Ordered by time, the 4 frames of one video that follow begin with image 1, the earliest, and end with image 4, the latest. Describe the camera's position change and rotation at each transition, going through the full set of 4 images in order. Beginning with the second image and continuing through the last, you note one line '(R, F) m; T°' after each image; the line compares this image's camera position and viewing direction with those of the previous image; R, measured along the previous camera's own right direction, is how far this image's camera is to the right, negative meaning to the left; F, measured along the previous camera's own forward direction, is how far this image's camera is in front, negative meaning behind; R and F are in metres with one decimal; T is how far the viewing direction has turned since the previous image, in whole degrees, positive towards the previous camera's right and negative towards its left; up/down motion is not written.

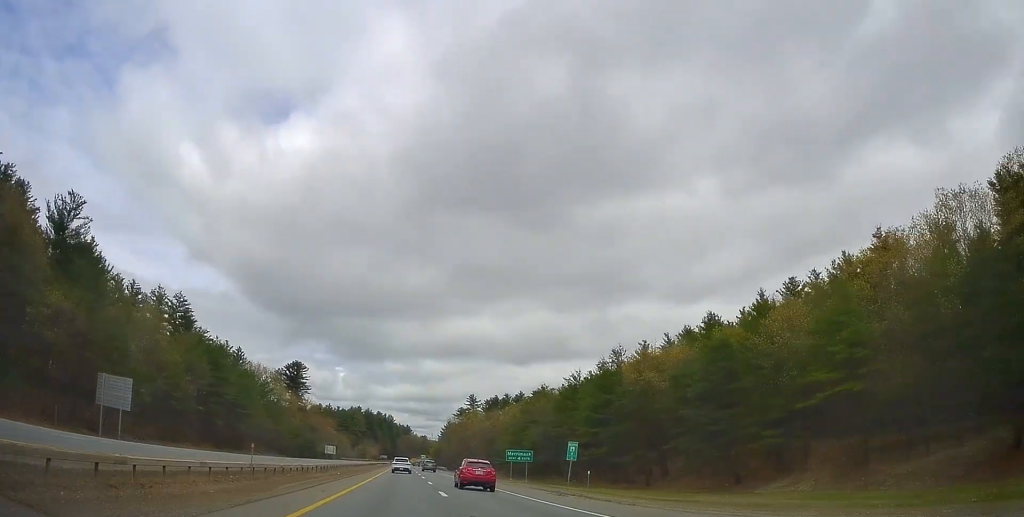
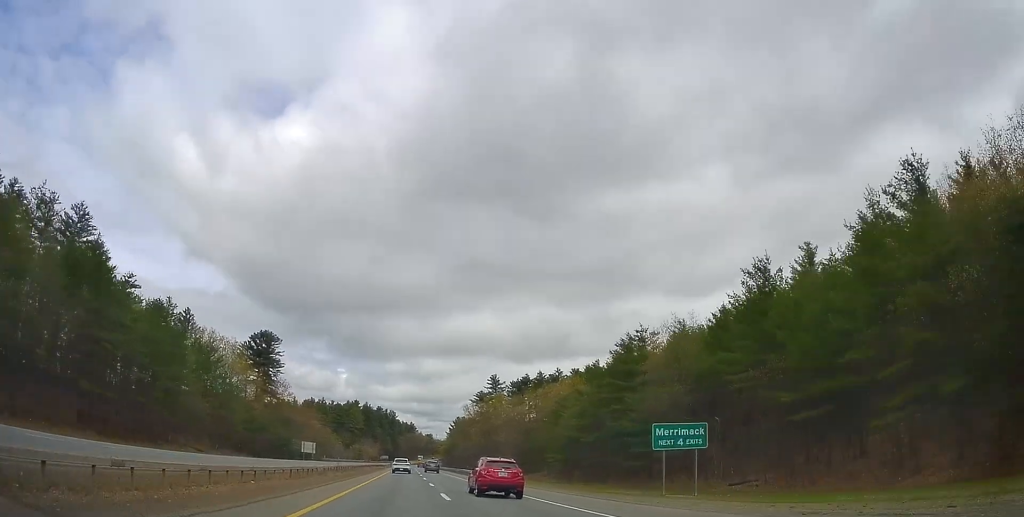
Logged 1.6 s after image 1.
(+0.6, +49.5) m; +2°
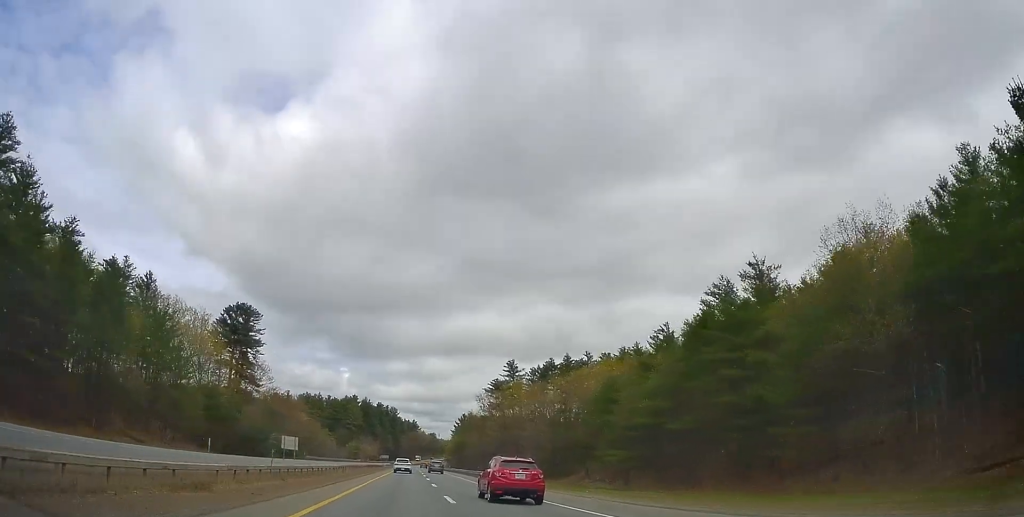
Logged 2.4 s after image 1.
(+0.5, +25.2) m; 0°
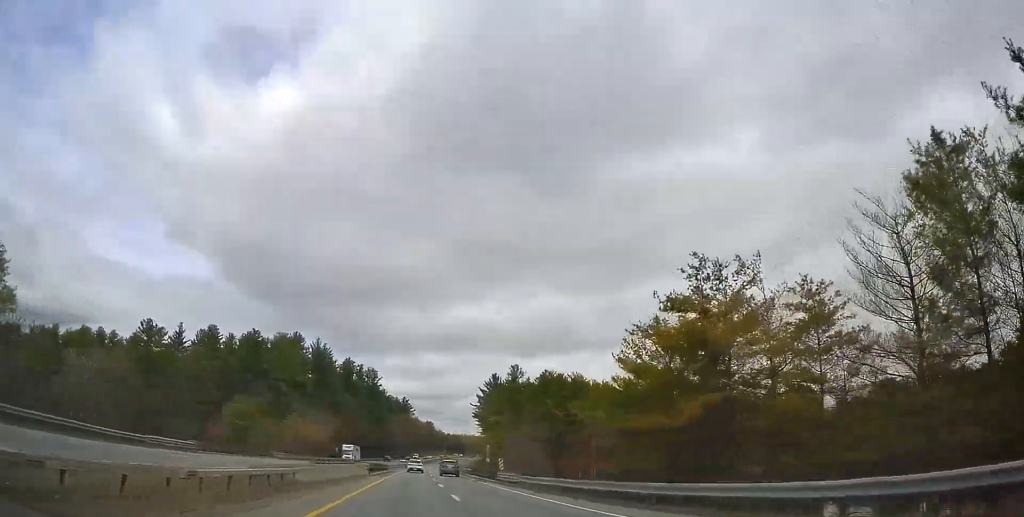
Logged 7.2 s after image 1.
(-2.3, +150.9) m; -1°
